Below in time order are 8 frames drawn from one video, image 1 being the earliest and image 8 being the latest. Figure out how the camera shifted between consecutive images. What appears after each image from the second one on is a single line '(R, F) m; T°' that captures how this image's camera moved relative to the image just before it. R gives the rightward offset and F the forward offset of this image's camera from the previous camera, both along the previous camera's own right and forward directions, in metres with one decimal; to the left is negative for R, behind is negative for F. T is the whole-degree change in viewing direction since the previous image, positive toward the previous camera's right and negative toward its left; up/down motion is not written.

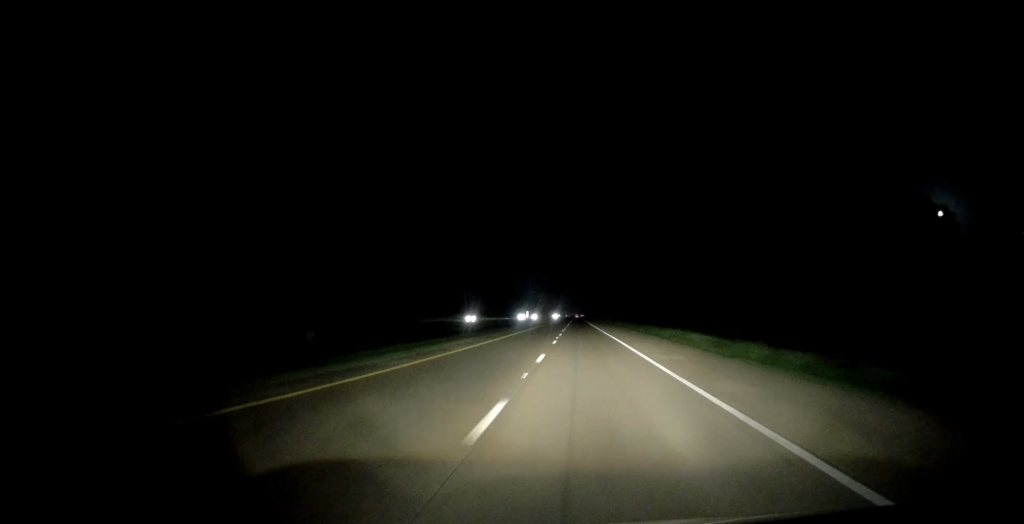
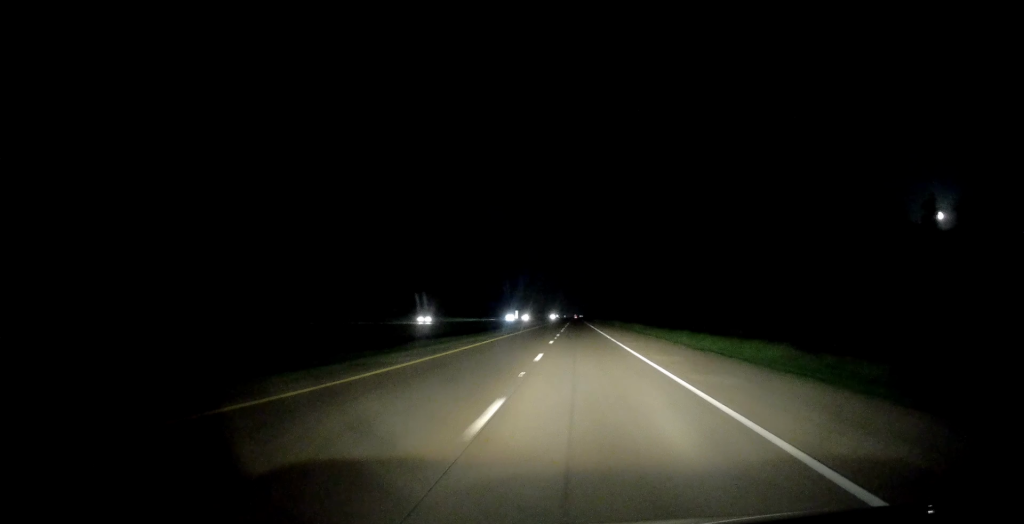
(-0.1, +23.9) m; 0°
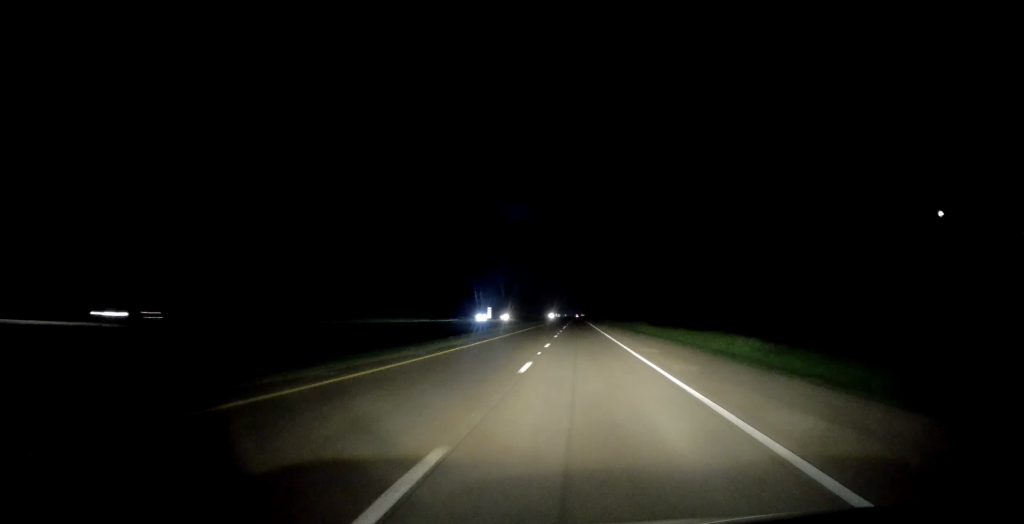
(0.0, +41.1) m; 0°
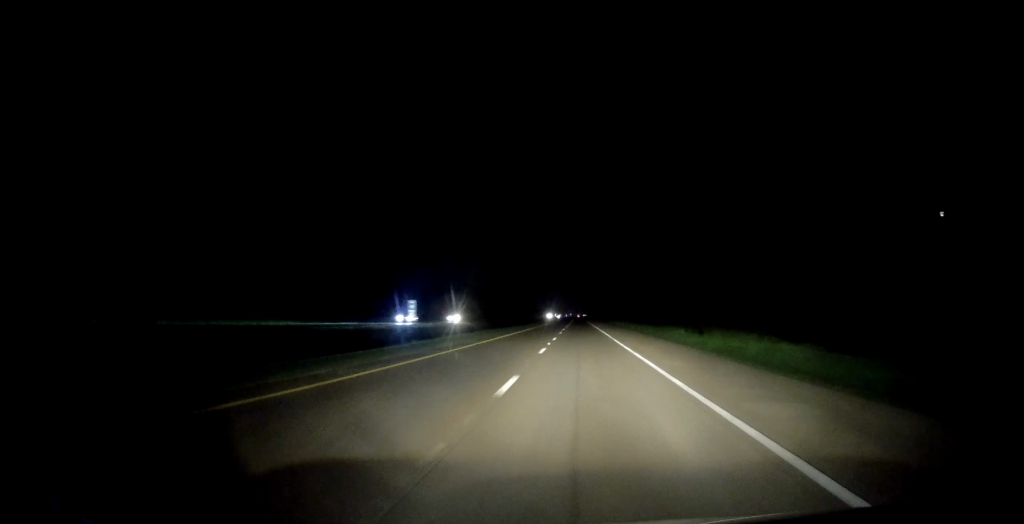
(-0.2, +42.1) m; 0°
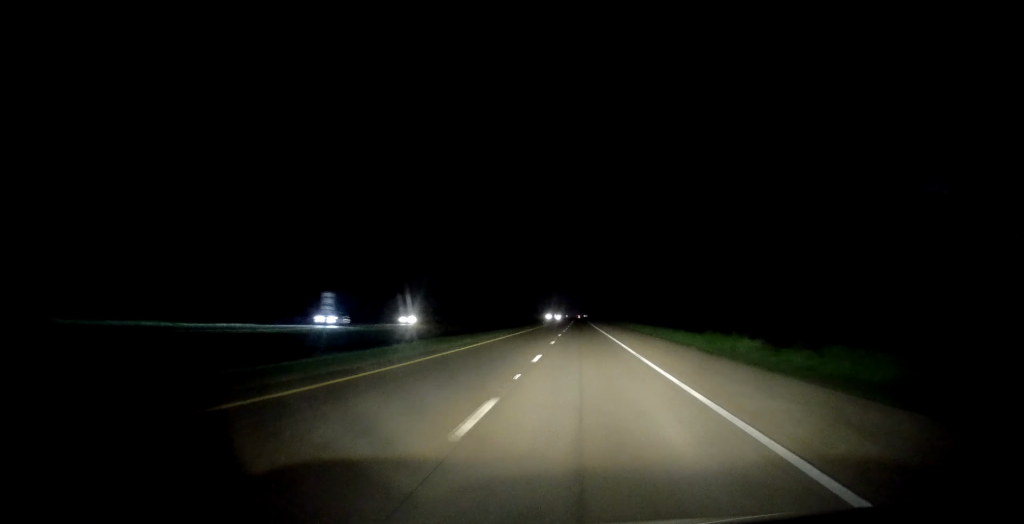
(-0.2, +15.9) m; 0°
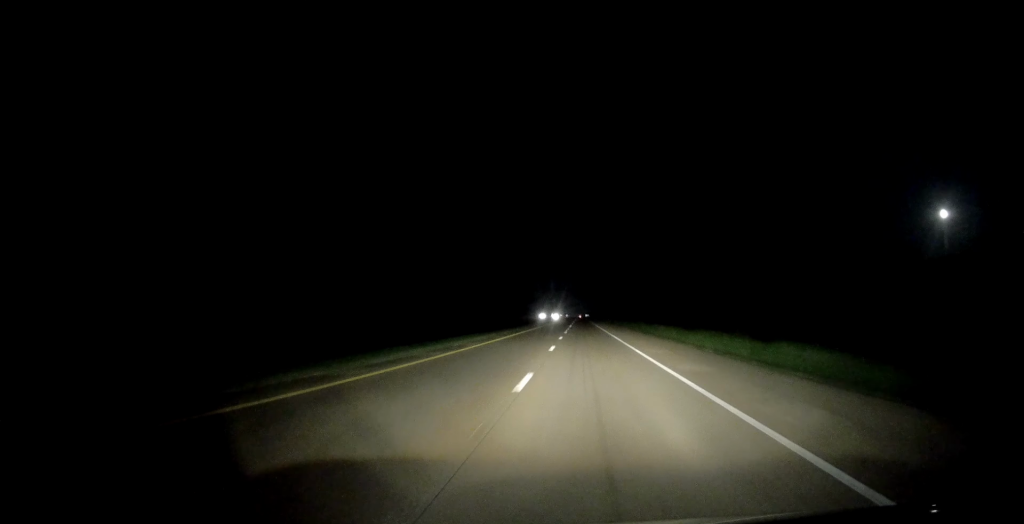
(+0.1, +55.6) m; 0°
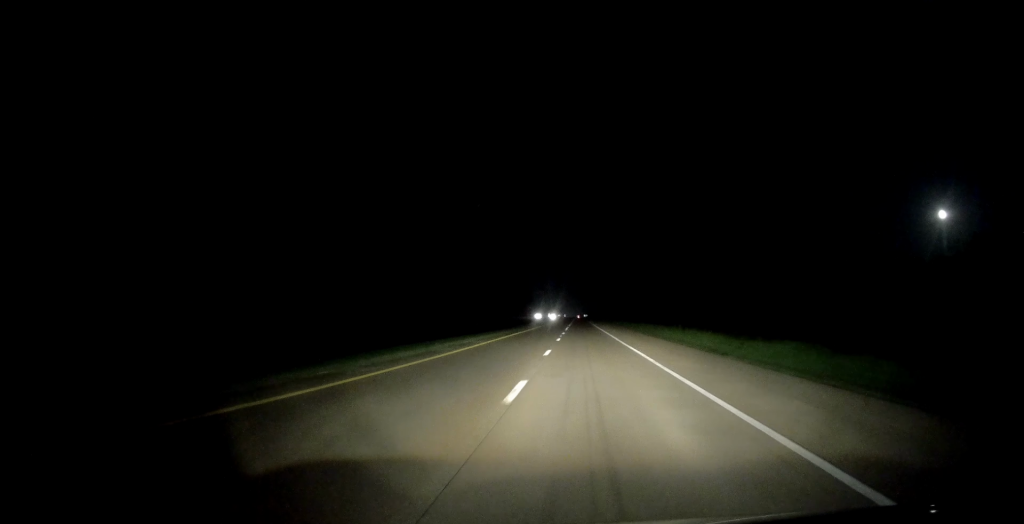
(-0.1, +14.7) m; 0°
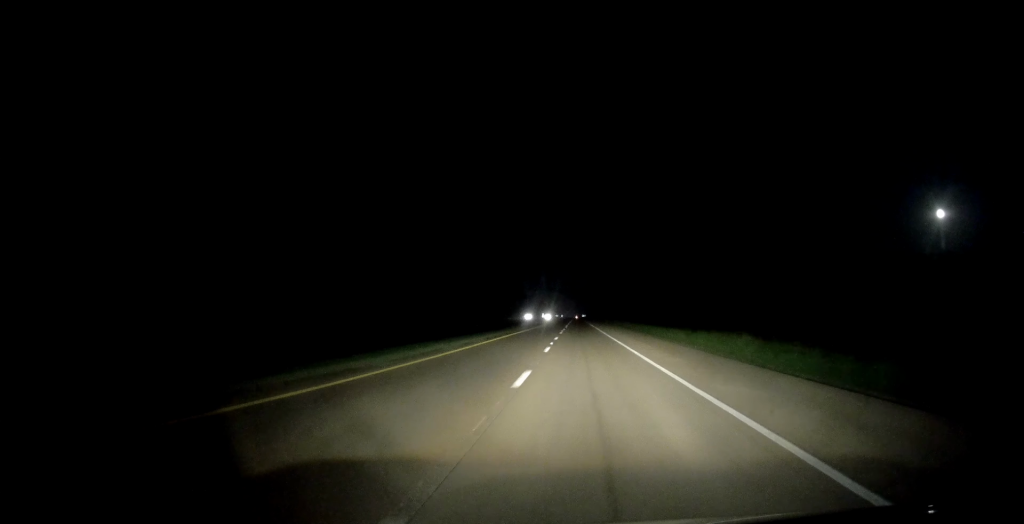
(+0.3, +34.2) m; +1°
